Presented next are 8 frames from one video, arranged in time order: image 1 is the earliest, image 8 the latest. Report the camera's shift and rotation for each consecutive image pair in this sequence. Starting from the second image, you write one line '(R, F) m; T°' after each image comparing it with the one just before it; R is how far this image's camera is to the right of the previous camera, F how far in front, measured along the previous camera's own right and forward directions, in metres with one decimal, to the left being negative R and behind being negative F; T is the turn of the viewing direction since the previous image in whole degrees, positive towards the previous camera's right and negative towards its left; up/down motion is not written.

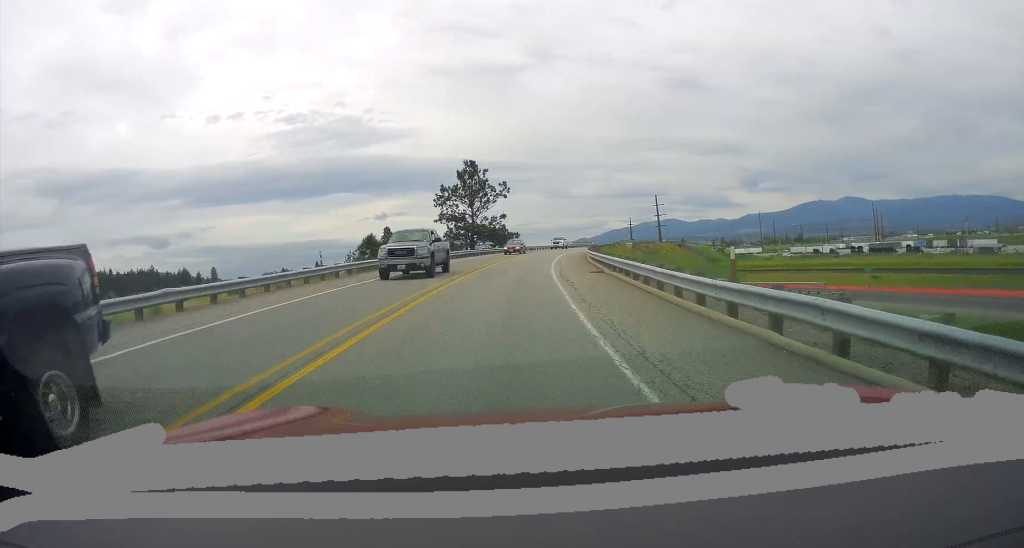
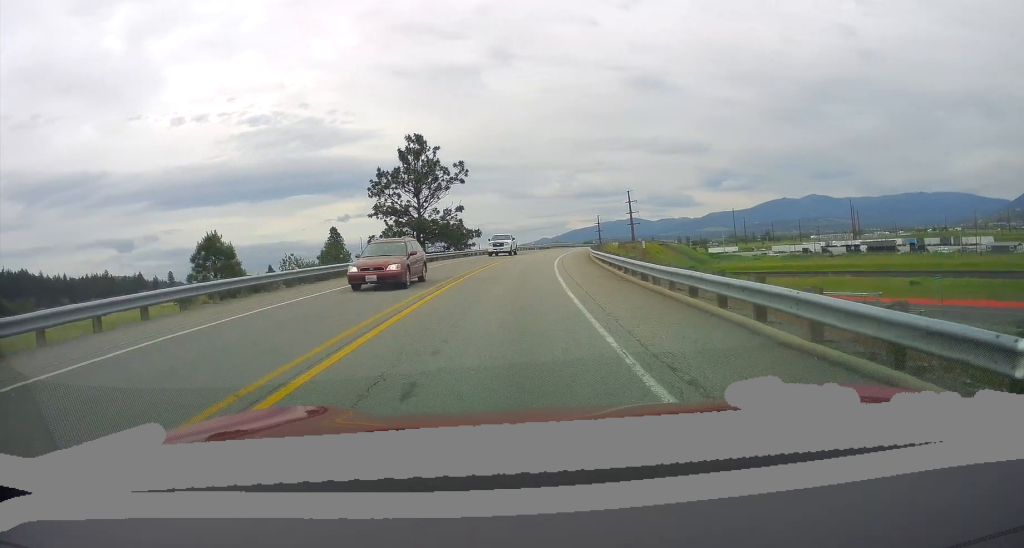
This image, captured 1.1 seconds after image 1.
(+0.8, +21.5) m; +4°
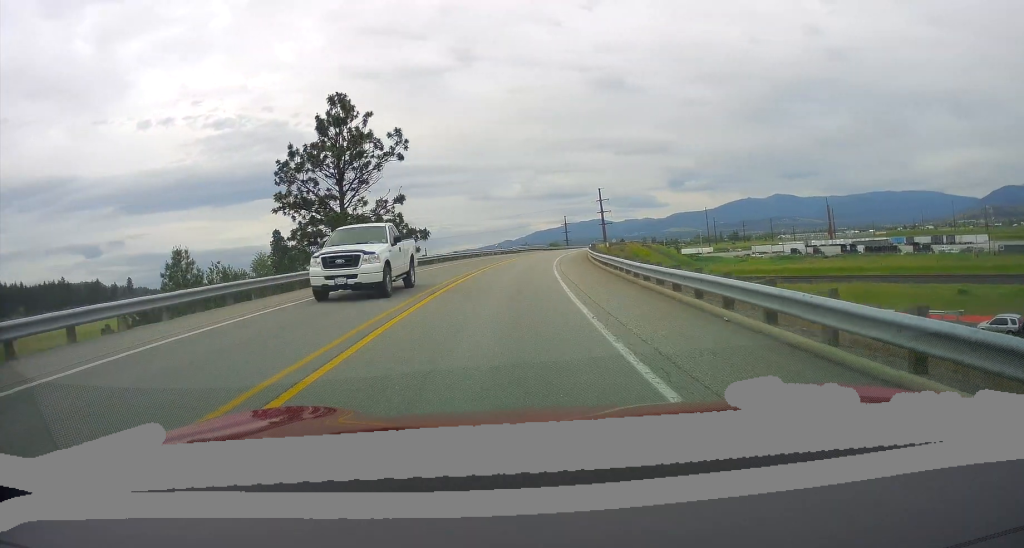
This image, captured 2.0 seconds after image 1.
(+0.6, +18.9) m; +4°
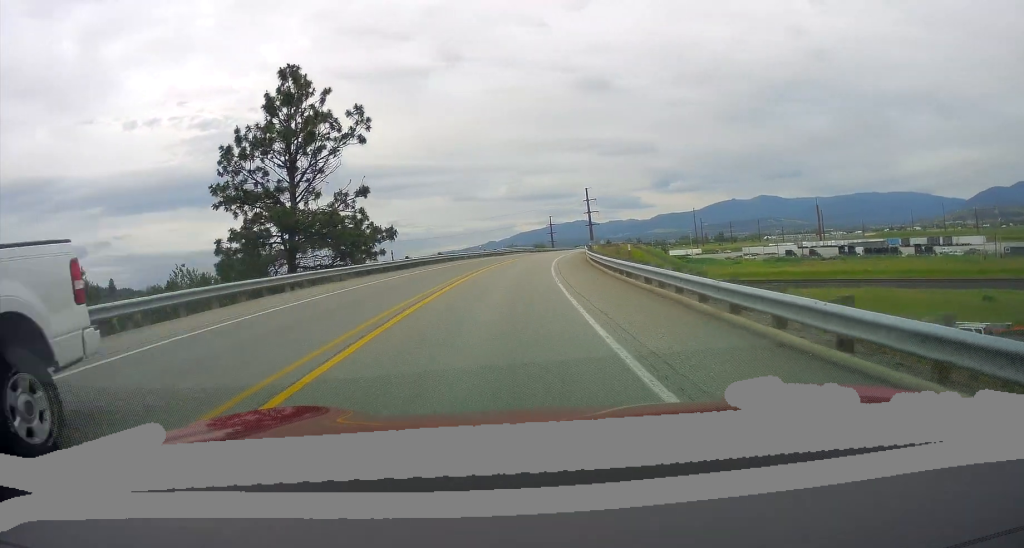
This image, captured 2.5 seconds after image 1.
(+0.4, +8.2) m; +1°
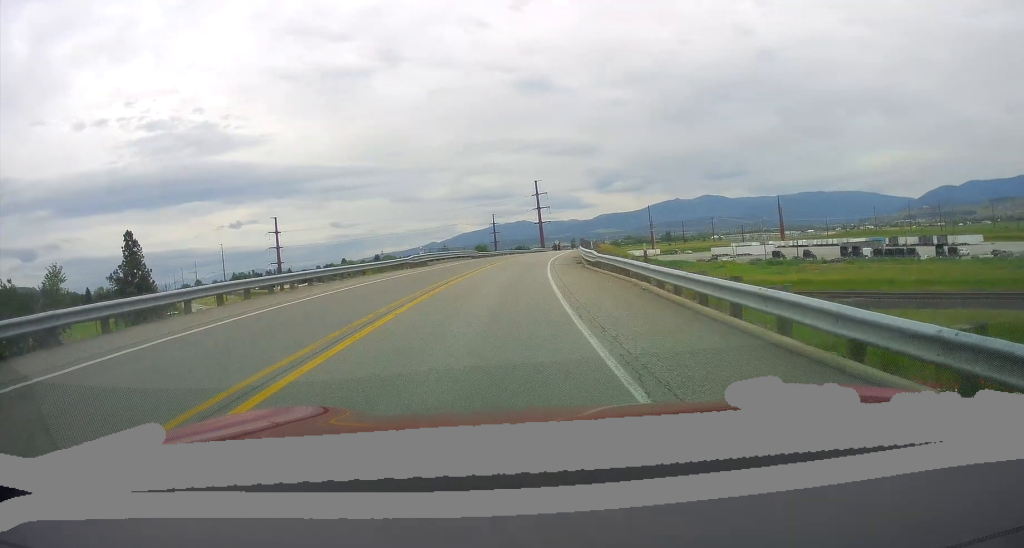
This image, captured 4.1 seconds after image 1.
(+0.7, +30.6) m; +4°
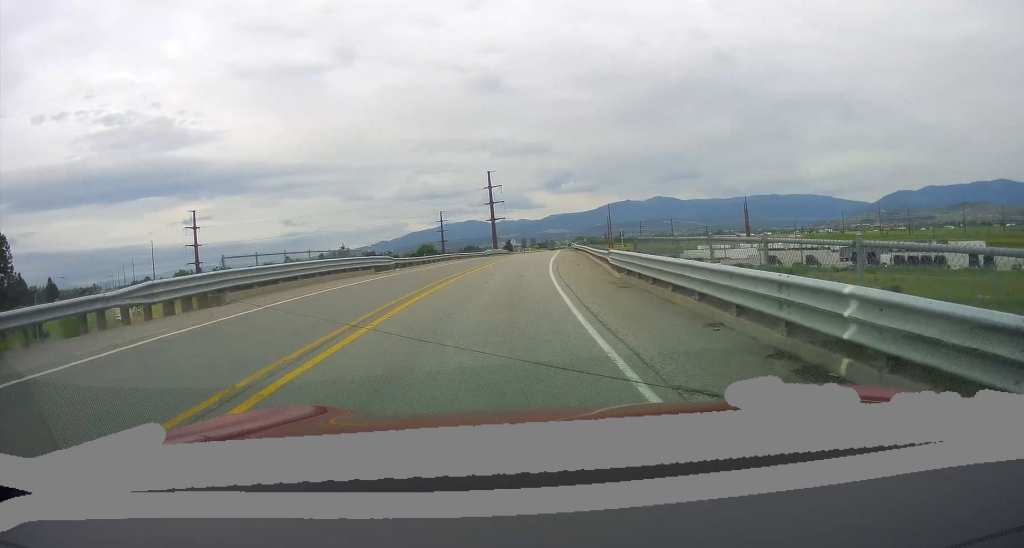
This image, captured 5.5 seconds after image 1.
(+1.0, +24.7) m; +4°
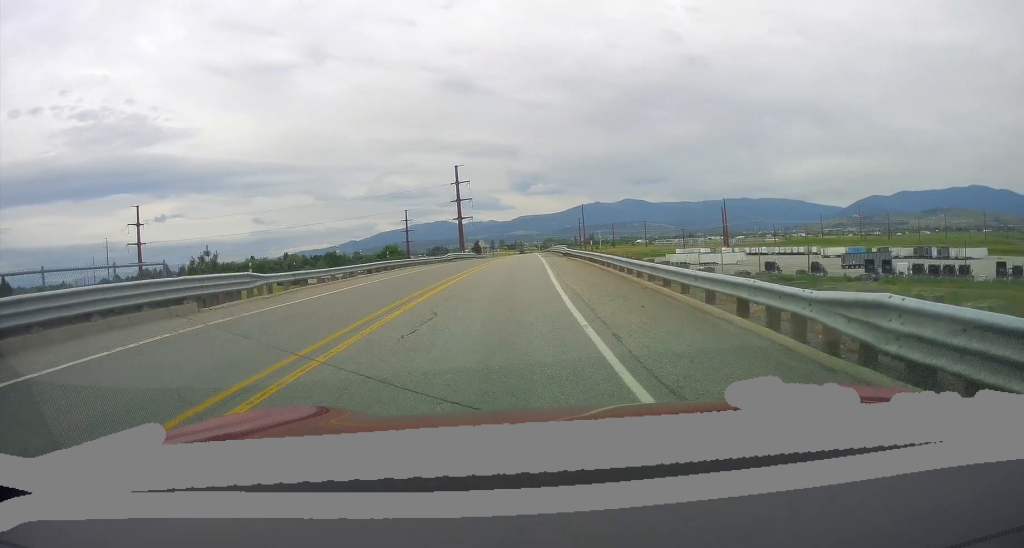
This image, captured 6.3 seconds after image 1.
(+0.3, +14.1) m; +2°
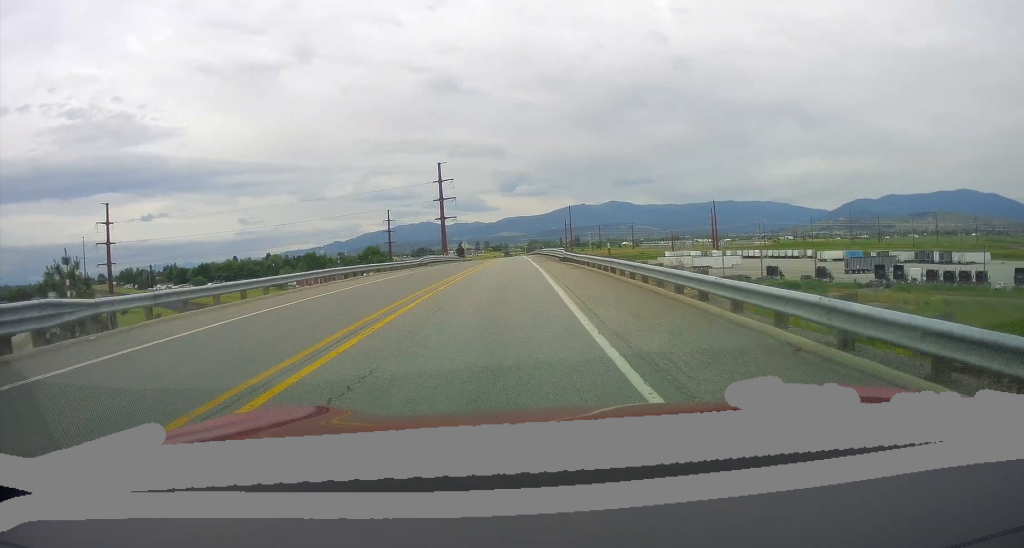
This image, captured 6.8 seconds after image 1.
(0.0, +7.2) m; +1°
